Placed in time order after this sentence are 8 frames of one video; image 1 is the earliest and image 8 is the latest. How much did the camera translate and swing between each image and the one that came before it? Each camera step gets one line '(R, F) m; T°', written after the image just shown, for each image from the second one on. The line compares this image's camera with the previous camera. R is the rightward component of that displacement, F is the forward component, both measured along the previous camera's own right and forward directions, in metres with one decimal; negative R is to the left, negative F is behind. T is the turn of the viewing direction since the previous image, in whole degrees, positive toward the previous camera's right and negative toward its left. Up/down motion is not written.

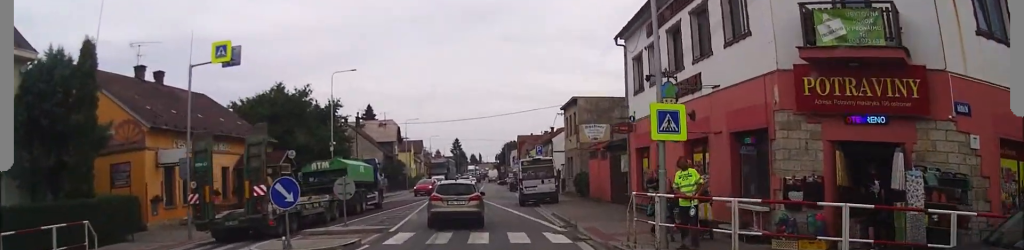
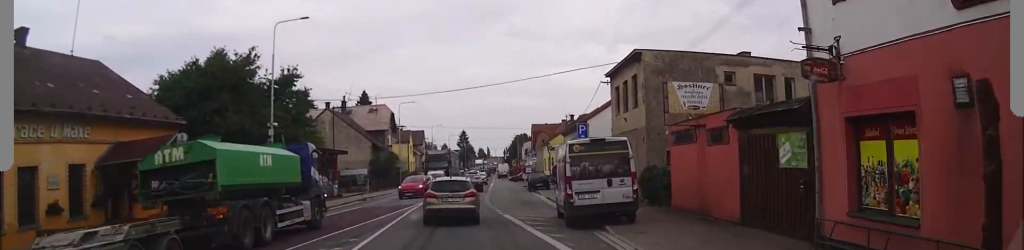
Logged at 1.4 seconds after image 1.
(+0.3, +15.7) m; 0°
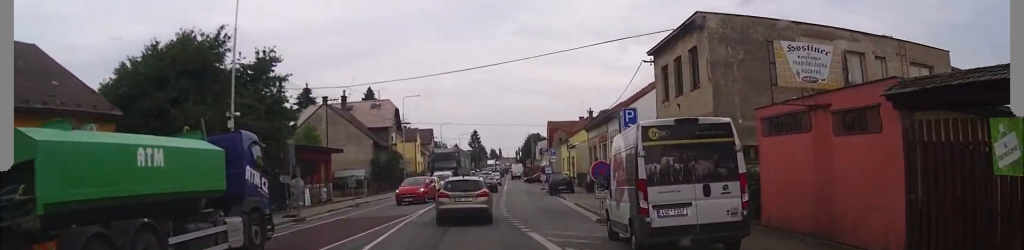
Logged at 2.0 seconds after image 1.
(-0.2, +6.9) m; -1°
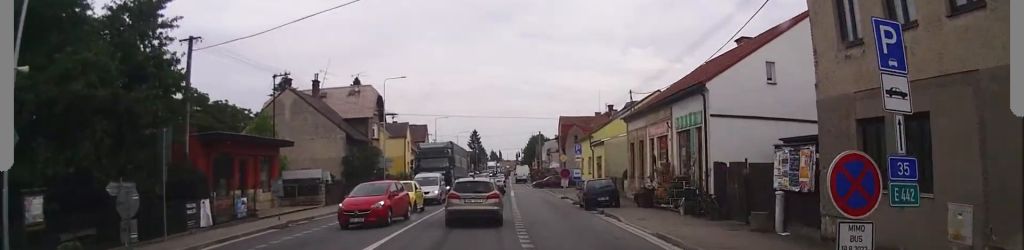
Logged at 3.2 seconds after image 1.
(-0.4, +14.2) m; -2°
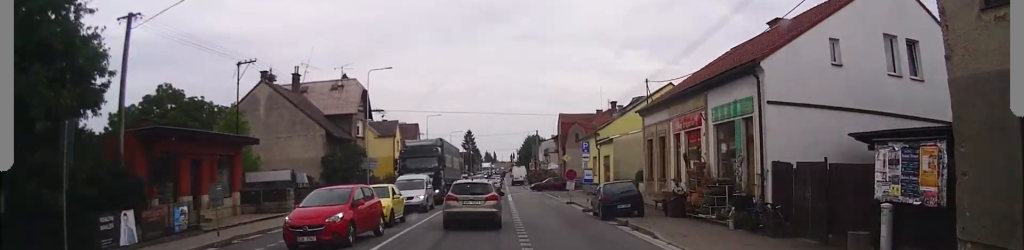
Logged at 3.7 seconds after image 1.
(0.0, +5.2) m; 0°
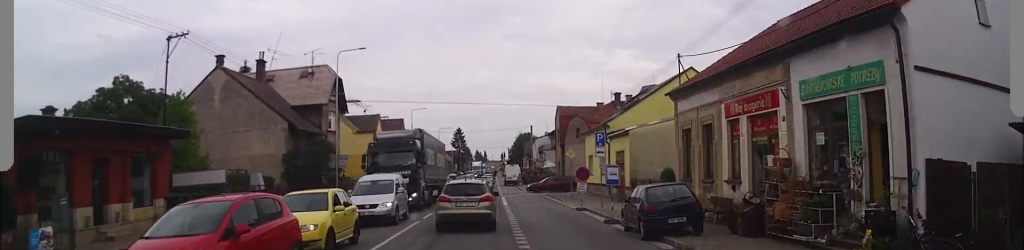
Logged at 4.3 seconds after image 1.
(-0.1, +7.5) m; +1°
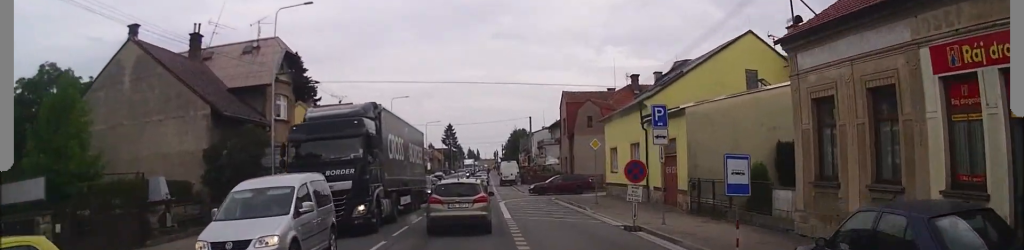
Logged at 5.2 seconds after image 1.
(+0.3, +11.2) m; +2°
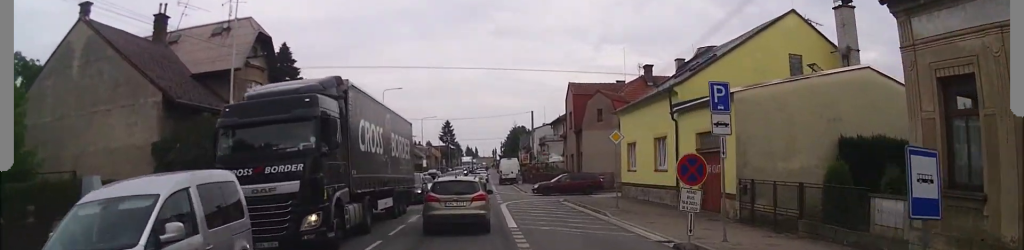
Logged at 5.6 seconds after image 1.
(+0.1, +5.0) m; +1°
